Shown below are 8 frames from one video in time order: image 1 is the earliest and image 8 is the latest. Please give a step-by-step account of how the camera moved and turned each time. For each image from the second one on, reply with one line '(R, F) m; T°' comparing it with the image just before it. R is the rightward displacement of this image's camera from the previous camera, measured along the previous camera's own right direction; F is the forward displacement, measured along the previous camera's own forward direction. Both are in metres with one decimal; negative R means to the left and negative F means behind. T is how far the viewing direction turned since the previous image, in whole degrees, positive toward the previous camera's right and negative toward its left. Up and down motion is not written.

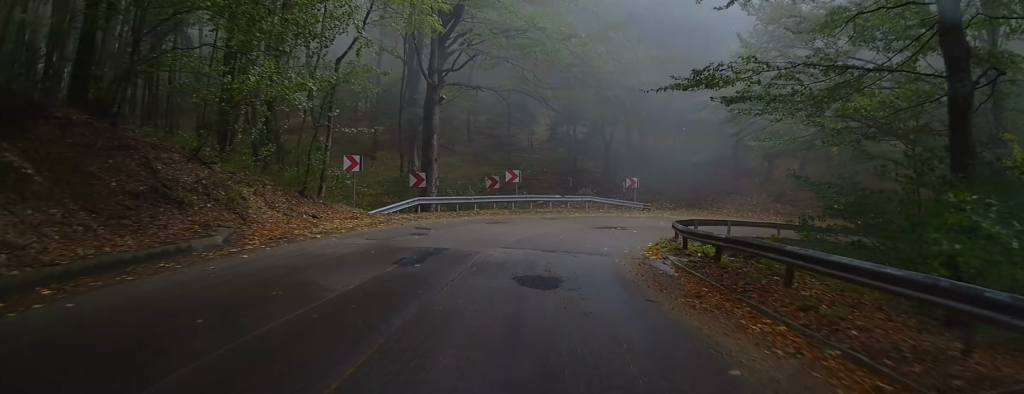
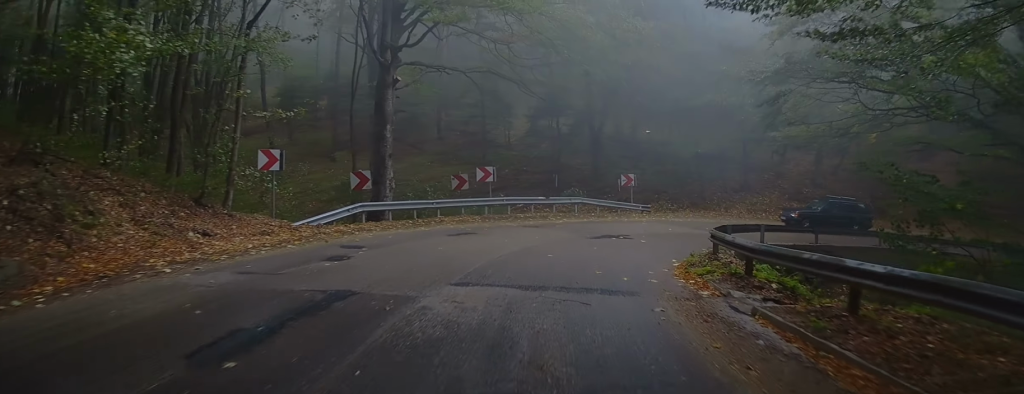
(0.0, +7.0) m; +2°
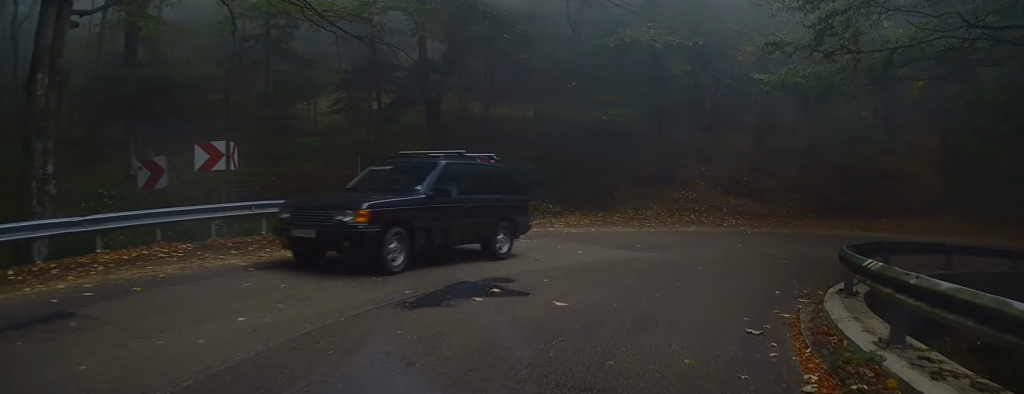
(+1.2, +15.1) m; +14°
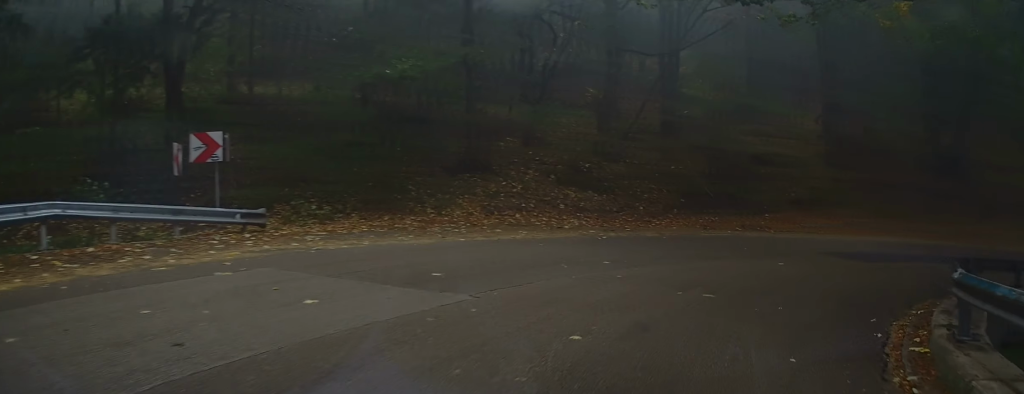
(+0.7, +7.2) m; +18°
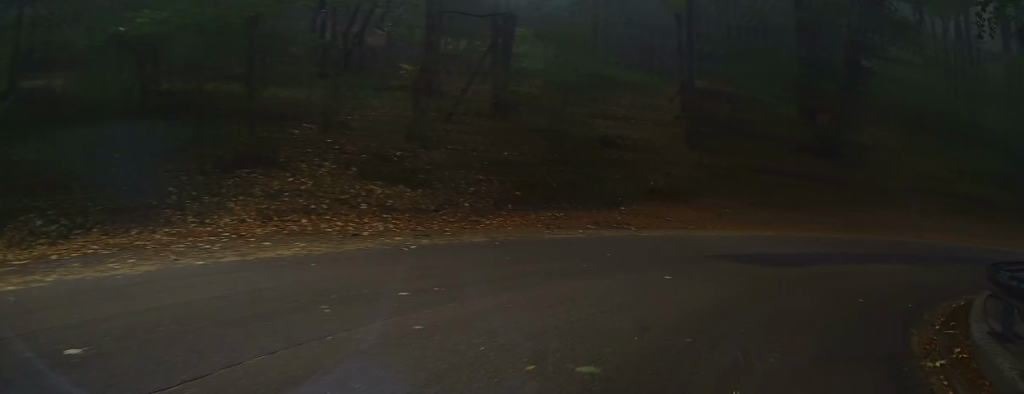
(+0.7, +3.9) m; +14°
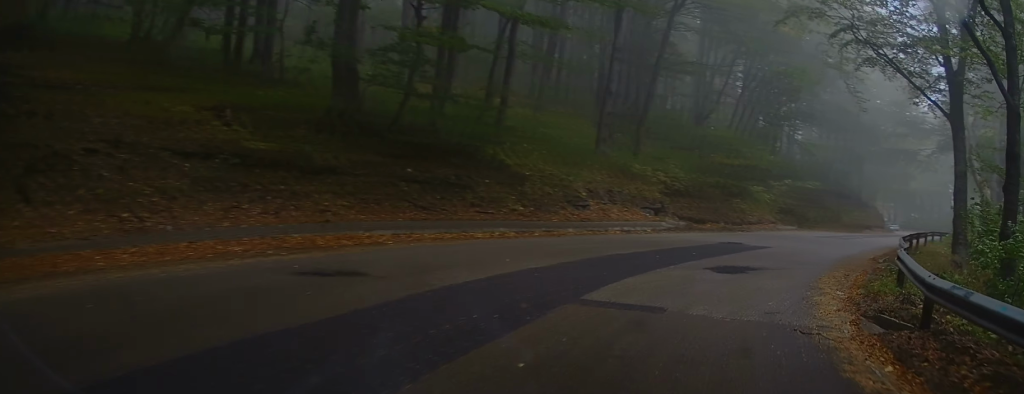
(+7.3, +13.1) m; +57°
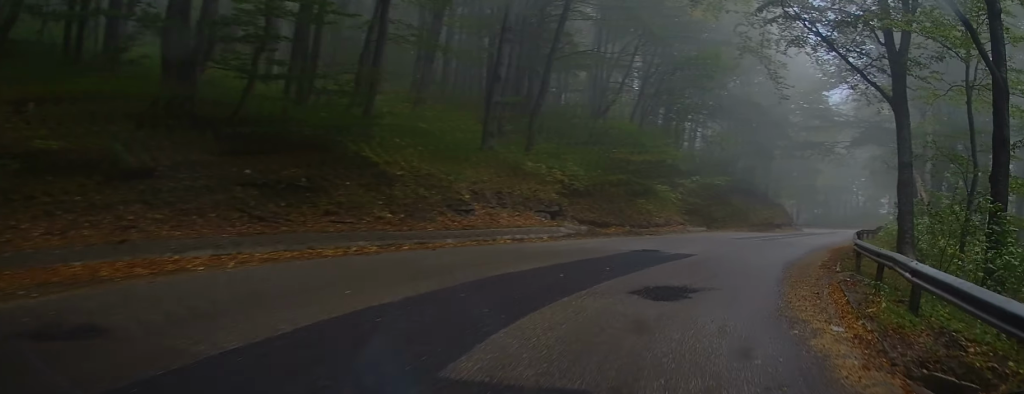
(+0.1, +3.1) m; +11°
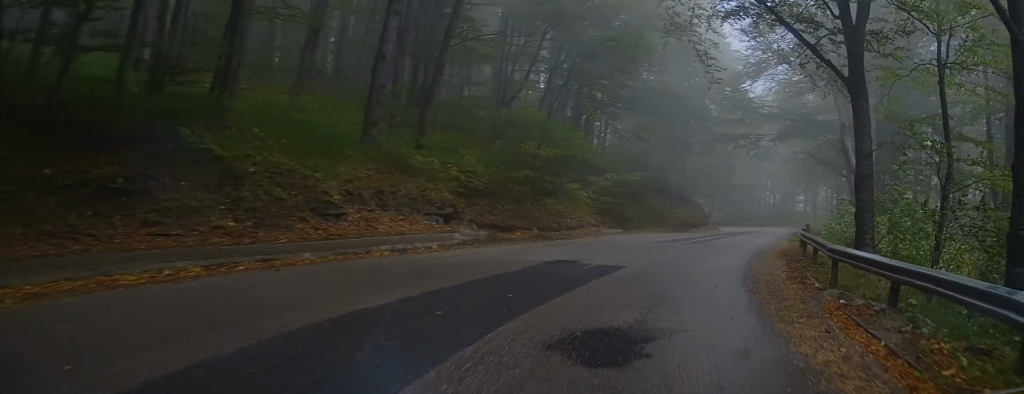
(+0.6, +3.2) m; +7°
